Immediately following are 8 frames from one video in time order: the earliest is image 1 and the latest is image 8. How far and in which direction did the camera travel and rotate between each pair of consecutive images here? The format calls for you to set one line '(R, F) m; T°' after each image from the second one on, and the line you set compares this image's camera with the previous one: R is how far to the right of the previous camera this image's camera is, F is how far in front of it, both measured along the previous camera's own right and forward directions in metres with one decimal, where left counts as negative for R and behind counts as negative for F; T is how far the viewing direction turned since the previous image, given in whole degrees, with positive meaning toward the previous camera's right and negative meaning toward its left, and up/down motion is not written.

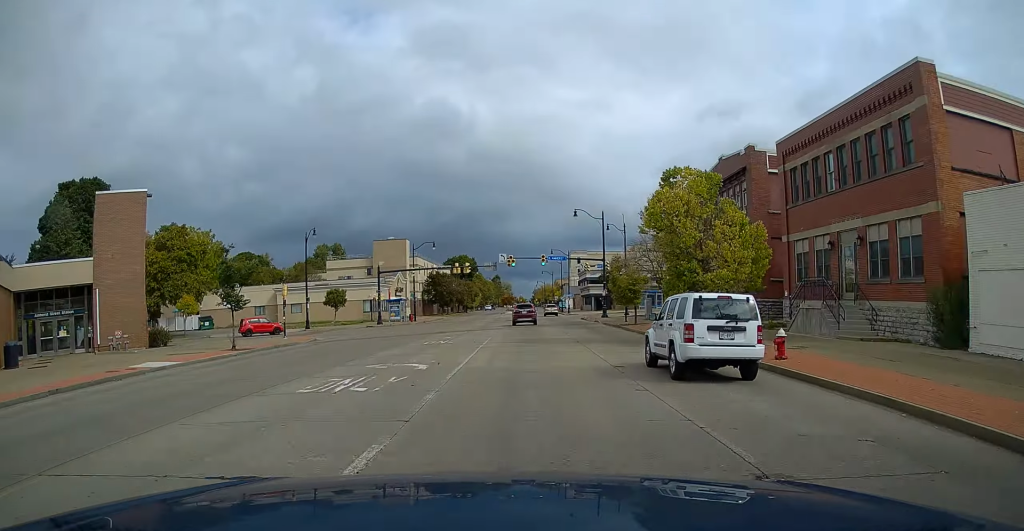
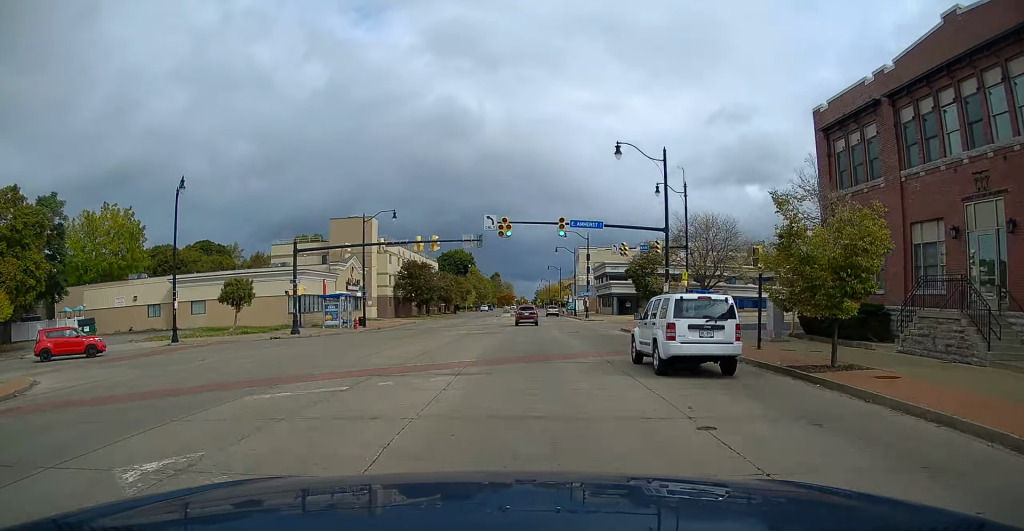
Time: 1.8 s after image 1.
(+0.1, +28.2) m; 0°
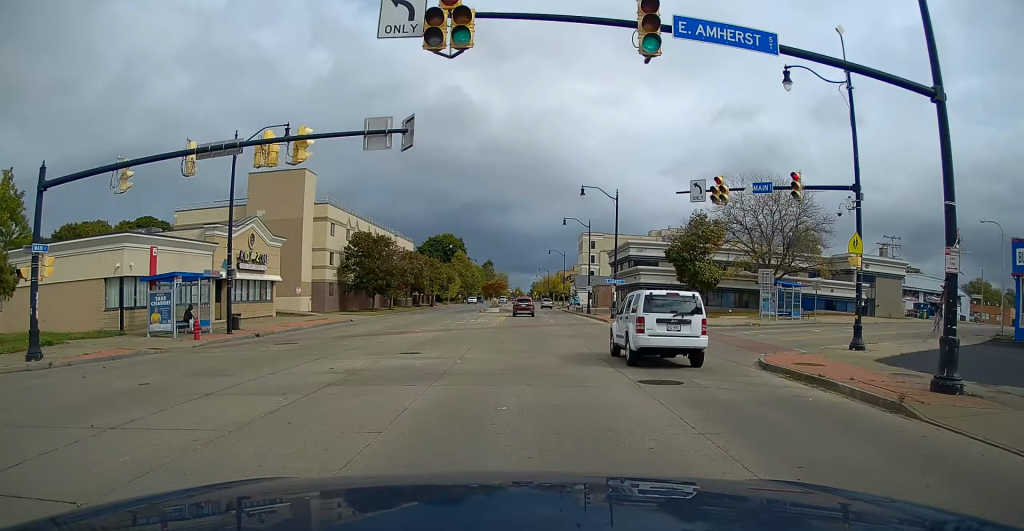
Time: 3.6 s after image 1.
(-0.1, +27.2) m; 0°
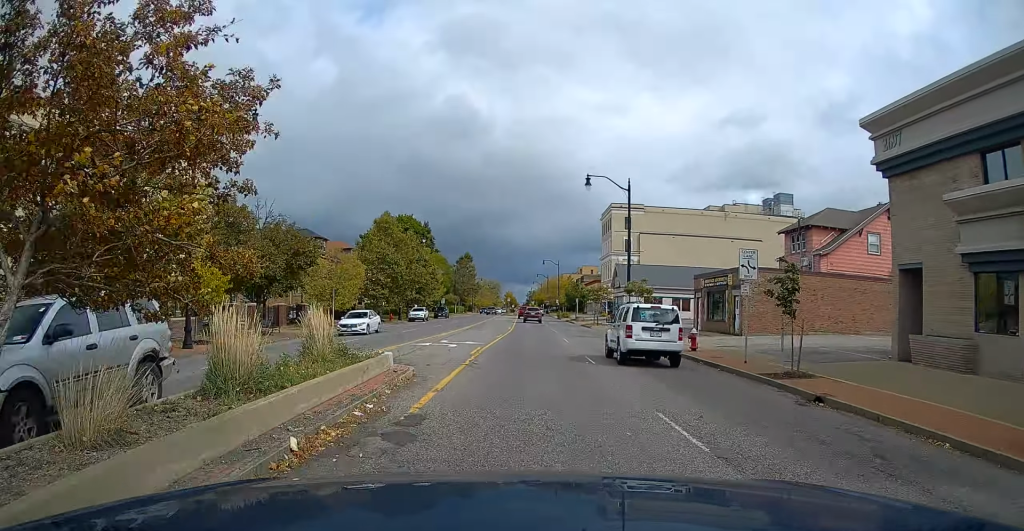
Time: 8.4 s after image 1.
(+0.3, +75.5) m; +1°
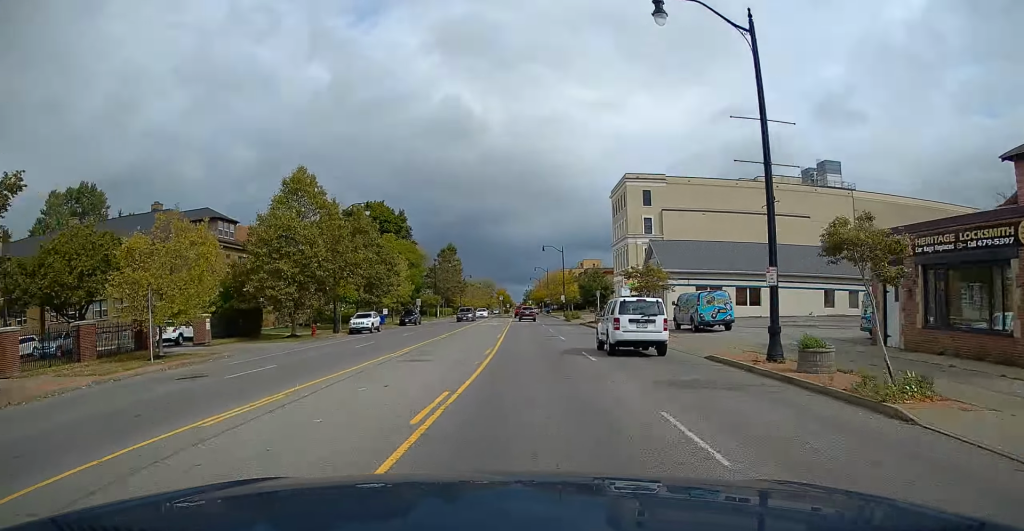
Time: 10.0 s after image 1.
(+0.3, +25.5) m; 0°
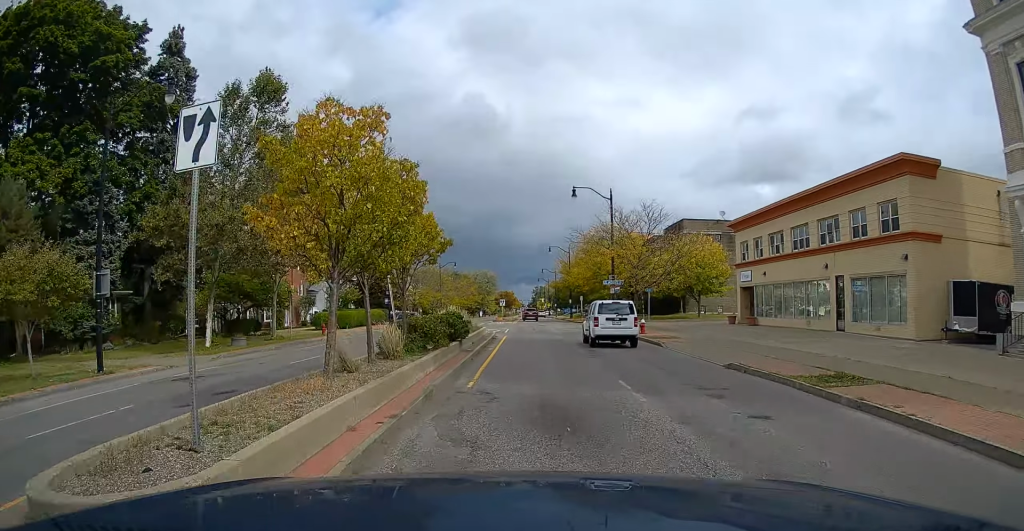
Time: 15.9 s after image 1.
(-0.9, +94.5) m; -1°
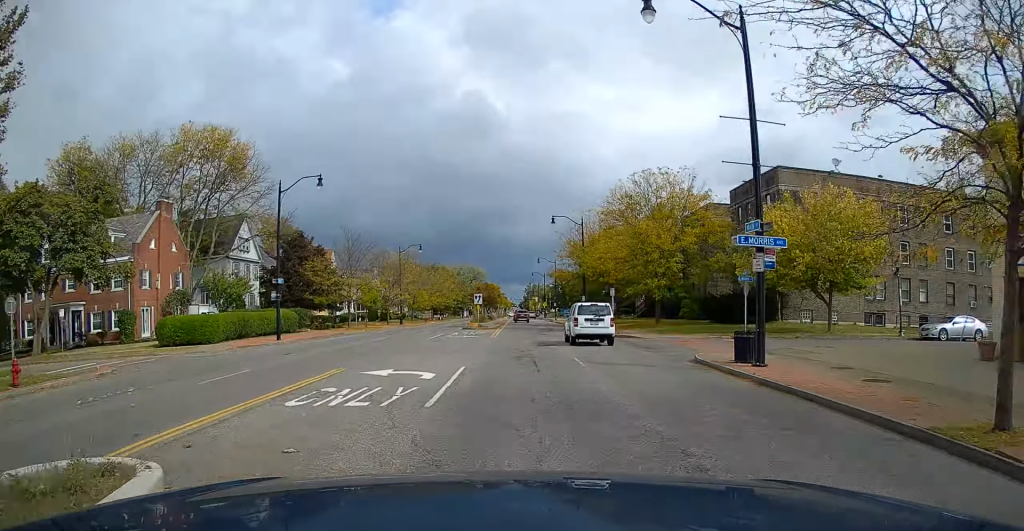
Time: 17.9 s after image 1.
(0.0, +30.7) m; 0°
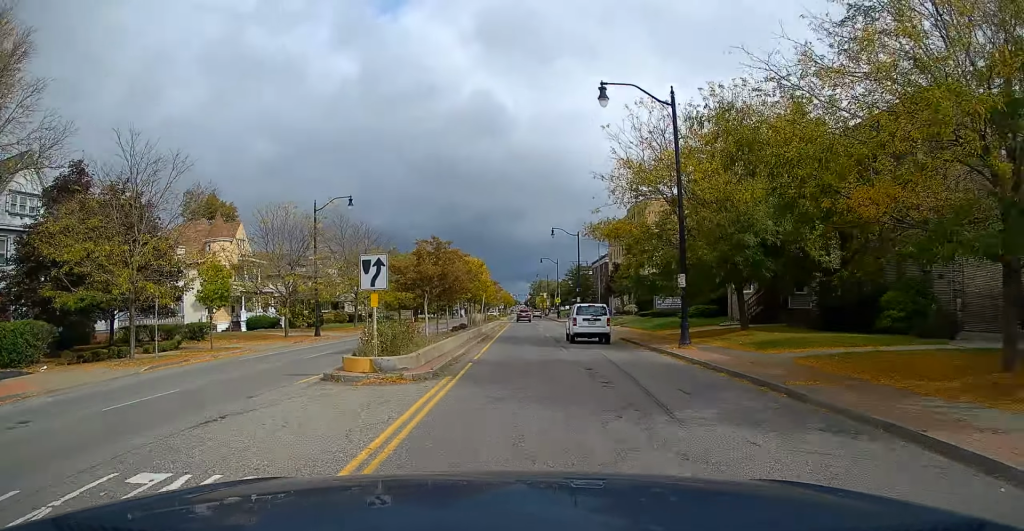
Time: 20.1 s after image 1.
(+0.3, +35.3) m; 0°
